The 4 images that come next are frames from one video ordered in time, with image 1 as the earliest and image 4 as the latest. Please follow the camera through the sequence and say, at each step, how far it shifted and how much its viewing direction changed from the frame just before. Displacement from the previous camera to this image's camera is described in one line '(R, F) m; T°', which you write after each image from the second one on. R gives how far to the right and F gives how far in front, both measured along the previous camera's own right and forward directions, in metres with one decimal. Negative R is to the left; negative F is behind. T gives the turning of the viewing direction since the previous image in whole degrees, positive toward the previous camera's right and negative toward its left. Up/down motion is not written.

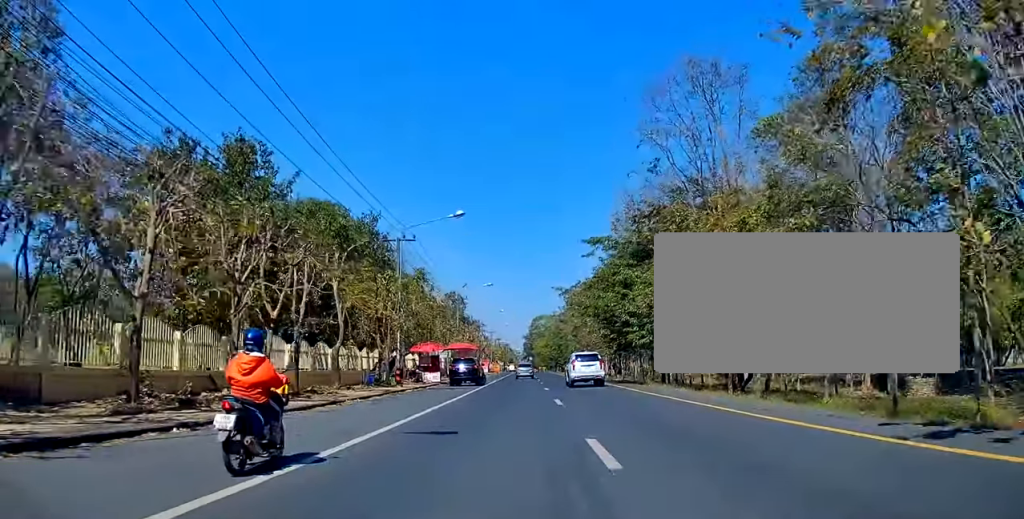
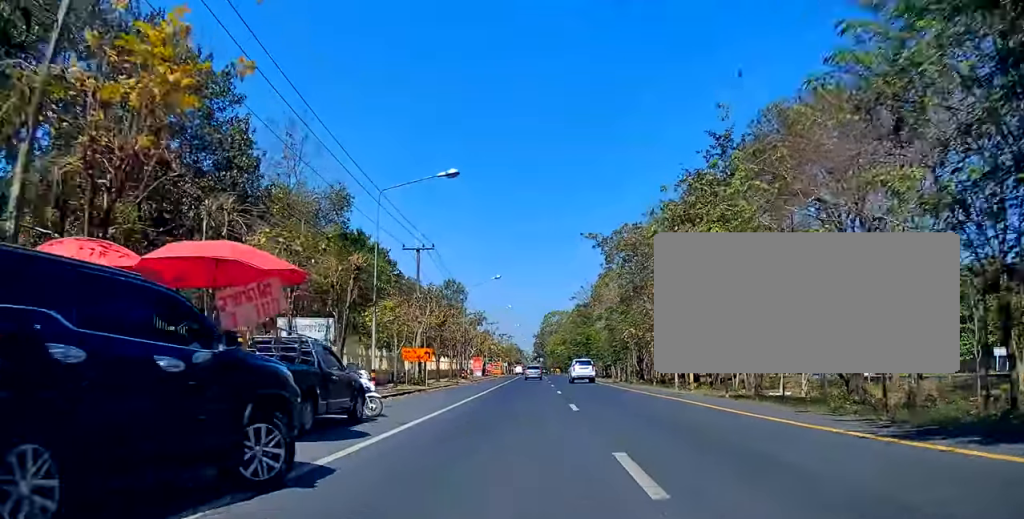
(-0.6, +37.1) m; -1°
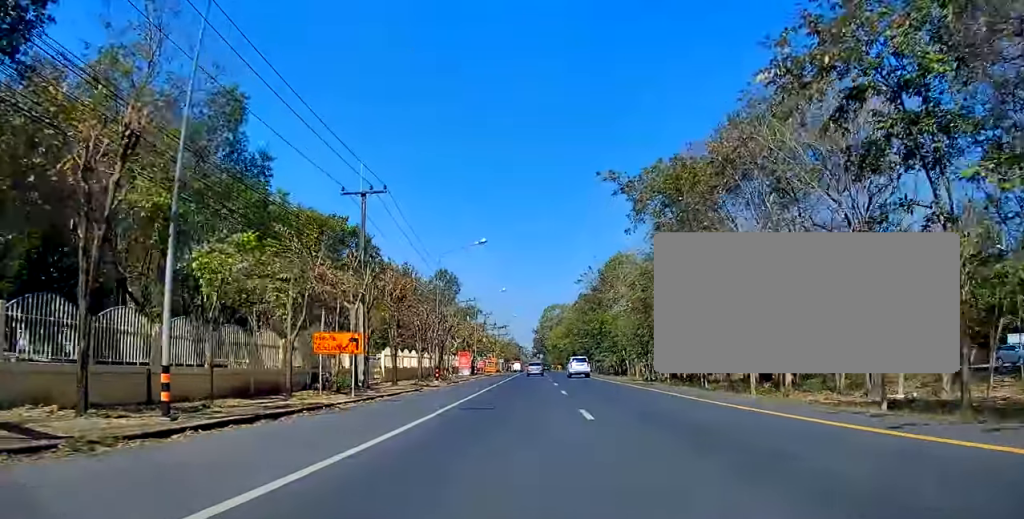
(+0.4, +16.2) m; 0°
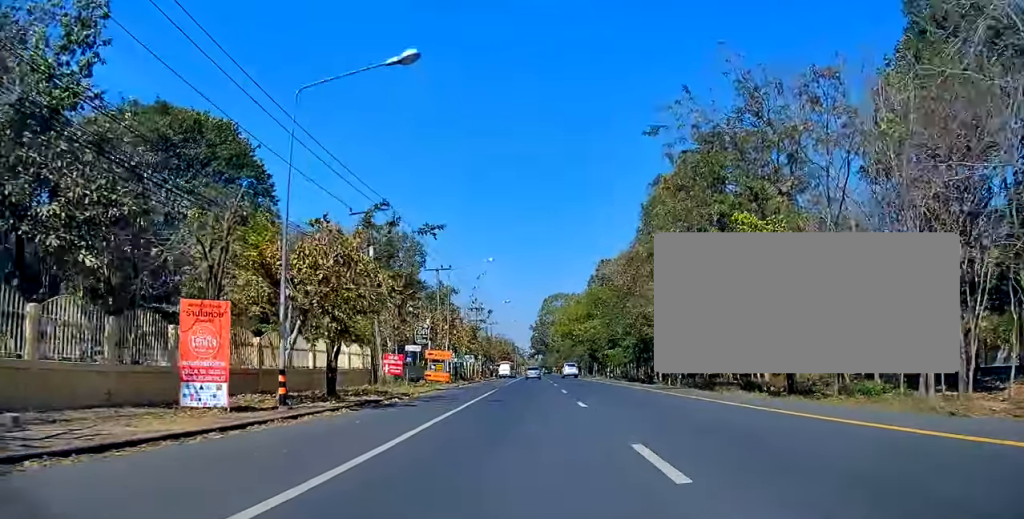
(-1.9, +54.9) m; +1°
